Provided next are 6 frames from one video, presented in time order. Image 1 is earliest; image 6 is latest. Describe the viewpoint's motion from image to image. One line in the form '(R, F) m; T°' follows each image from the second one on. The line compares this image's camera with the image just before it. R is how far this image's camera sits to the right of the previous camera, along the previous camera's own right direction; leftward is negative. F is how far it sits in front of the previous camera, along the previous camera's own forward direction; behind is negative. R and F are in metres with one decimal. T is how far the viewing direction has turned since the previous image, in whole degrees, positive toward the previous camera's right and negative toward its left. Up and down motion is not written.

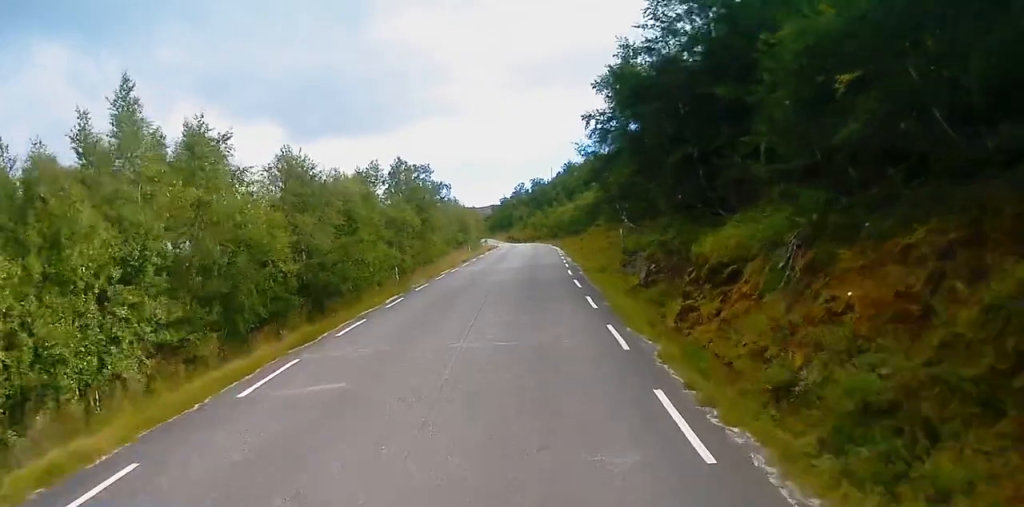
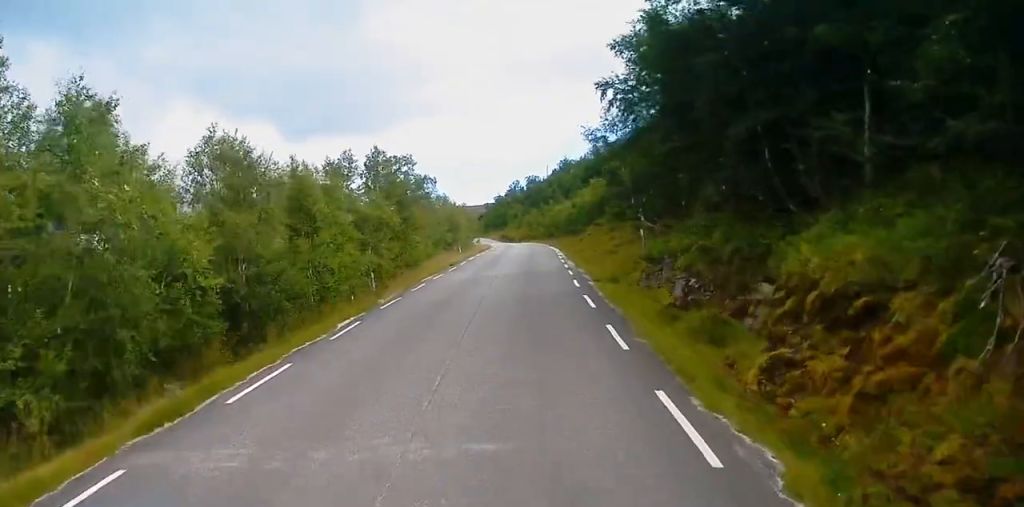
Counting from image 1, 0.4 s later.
(-0.1, +6.3) m; 0°
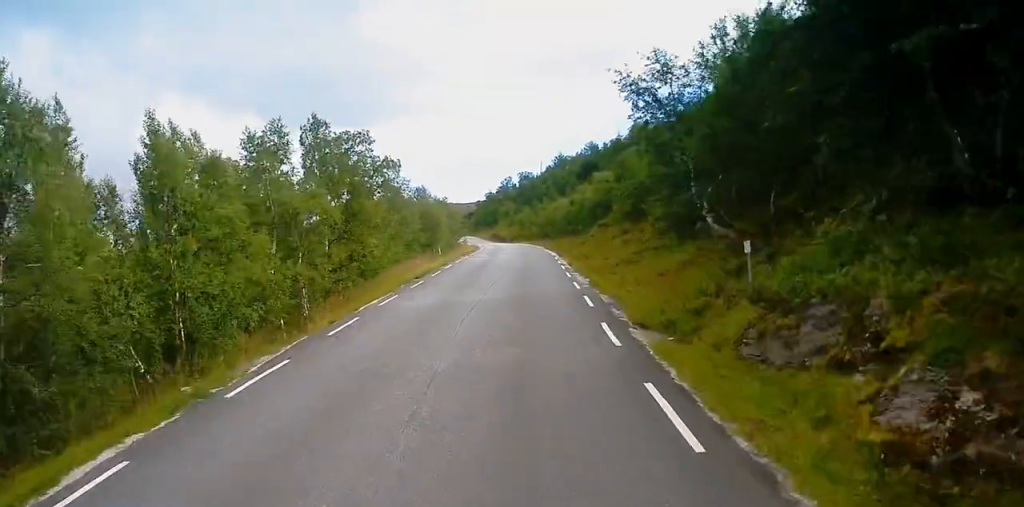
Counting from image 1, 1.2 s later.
(0.0, +11.7) m; +1°
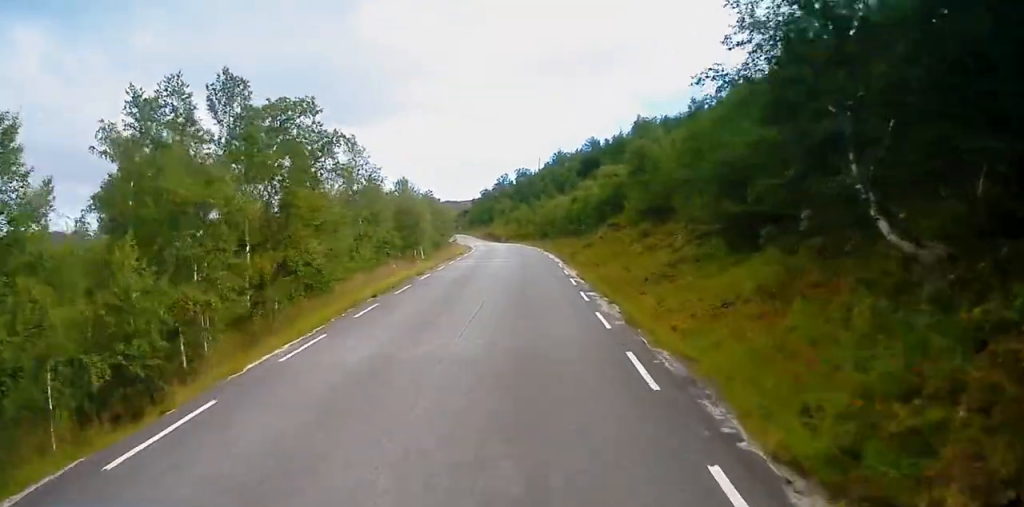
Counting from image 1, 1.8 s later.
(0.0, +9.5) m; +1°
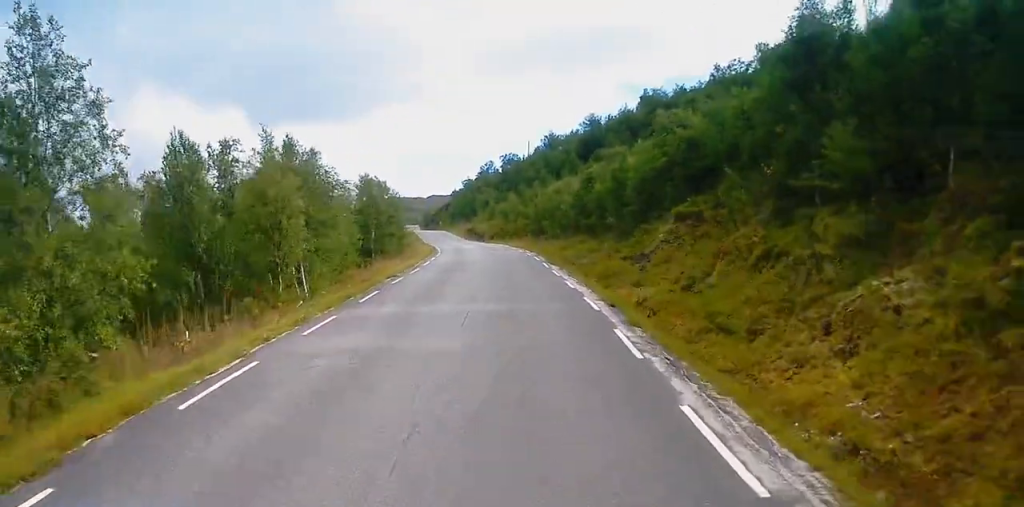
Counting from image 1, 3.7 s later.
(-0.1, +28.2) m; 0°
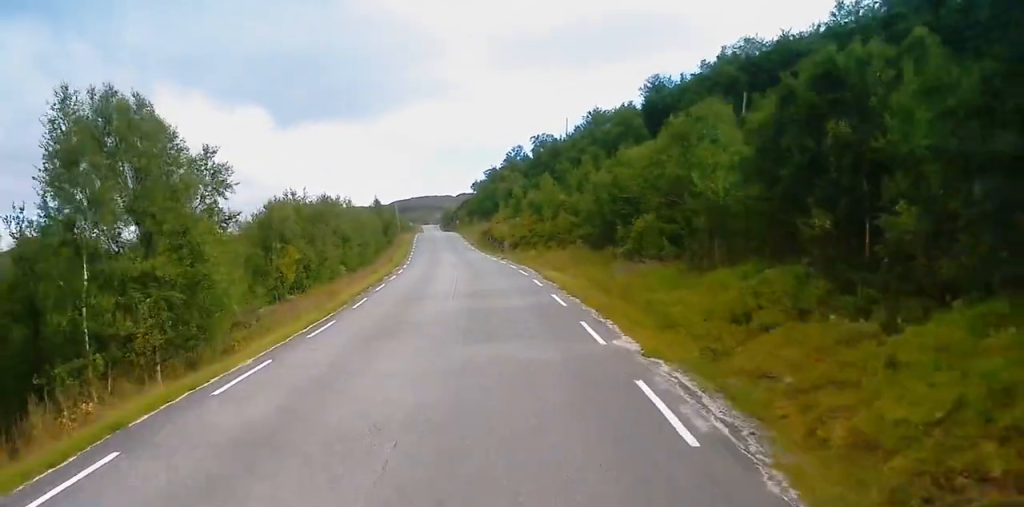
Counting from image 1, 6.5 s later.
(+0.8, +40.9) m; -1°
